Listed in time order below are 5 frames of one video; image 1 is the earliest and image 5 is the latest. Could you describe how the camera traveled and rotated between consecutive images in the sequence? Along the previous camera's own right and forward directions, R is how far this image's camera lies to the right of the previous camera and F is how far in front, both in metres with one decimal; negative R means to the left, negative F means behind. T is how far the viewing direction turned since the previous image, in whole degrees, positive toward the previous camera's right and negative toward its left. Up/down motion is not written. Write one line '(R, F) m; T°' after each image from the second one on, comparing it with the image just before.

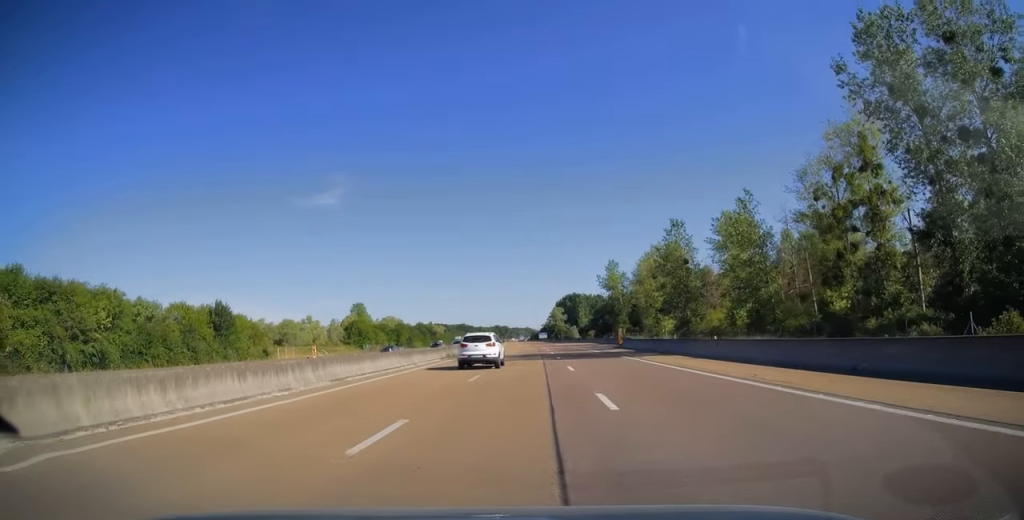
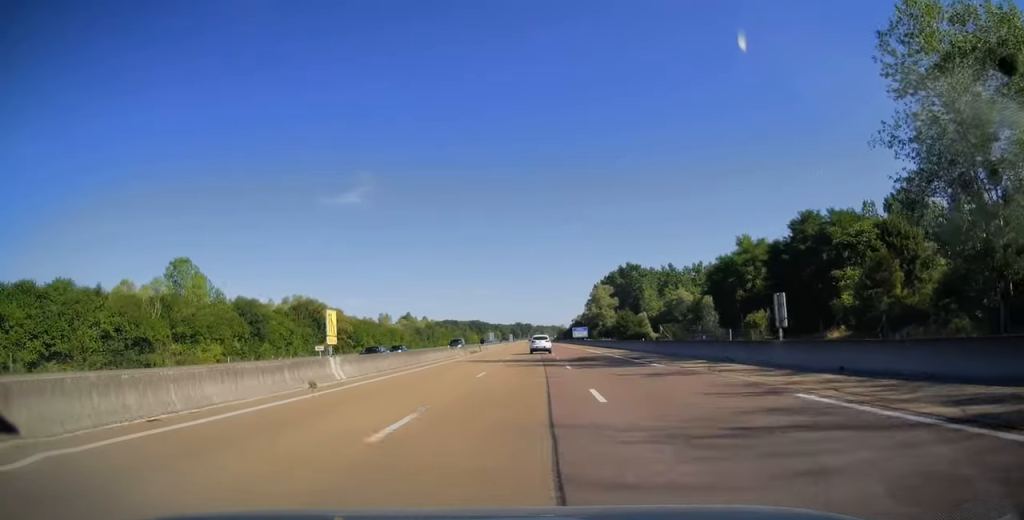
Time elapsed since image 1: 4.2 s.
(-3.2, +128.8) m; -3°
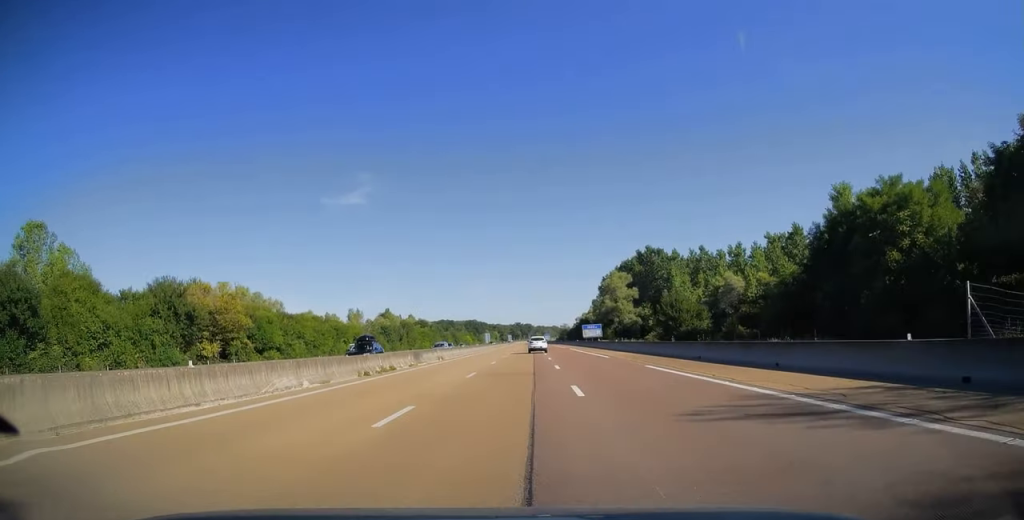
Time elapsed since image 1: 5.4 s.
(-0.2, +37.5) m; 0°
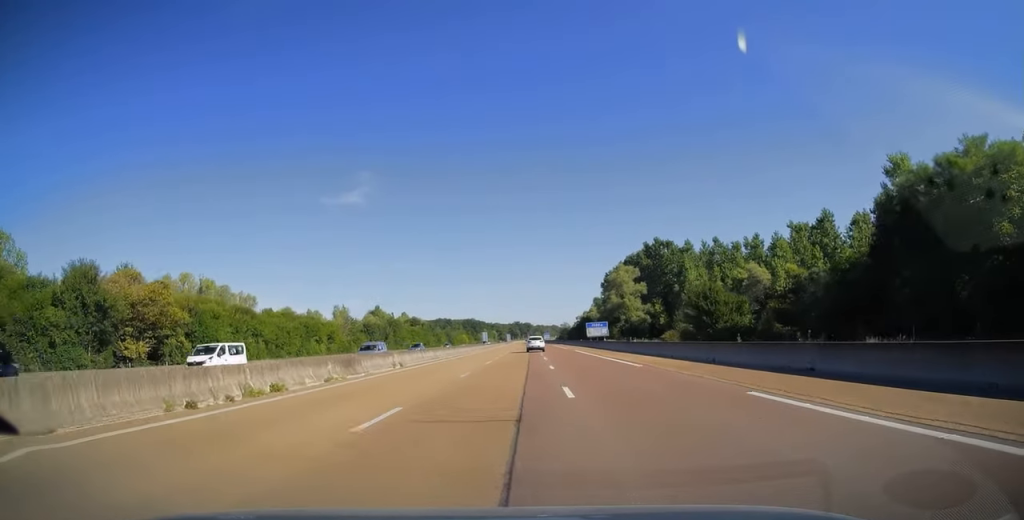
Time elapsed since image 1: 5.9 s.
(0.0, +13.2) m; 0°
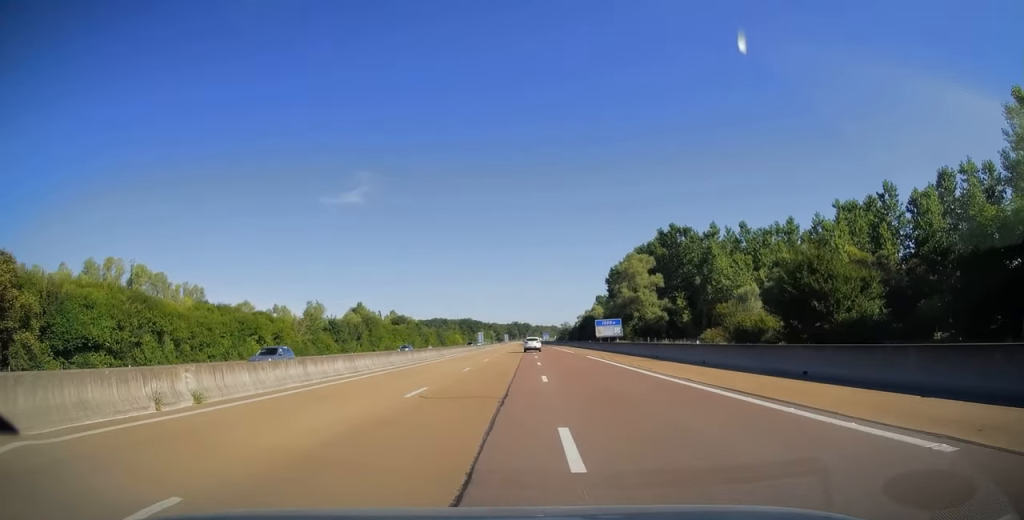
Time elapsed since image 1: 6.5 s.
(+0.1, +20.2) m; 0°
